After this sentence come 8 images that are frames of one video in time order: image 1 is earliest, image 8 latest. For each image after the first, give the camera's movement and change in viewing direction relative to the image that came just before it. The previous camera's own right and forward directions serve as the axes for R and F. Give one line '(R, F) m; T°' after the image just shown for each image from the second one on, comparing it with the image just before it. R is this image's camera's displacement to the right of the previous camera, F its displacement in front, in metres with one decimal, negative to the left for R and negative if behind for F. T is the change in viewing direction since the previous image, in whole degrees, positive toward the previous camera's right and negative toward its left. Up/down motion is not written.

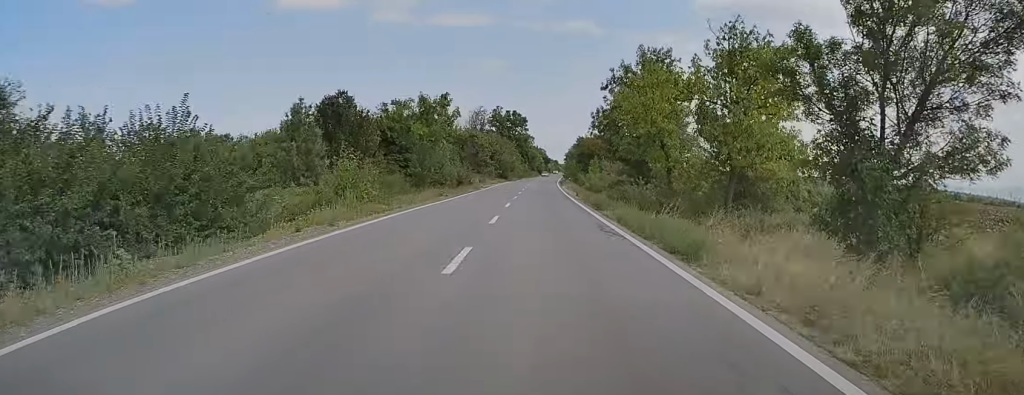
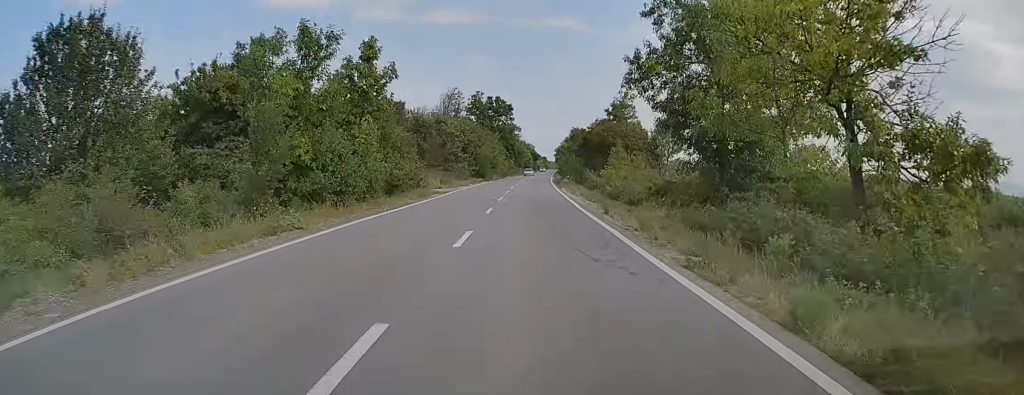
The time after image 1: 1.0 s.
(+0.5, +24.2) m; +1°
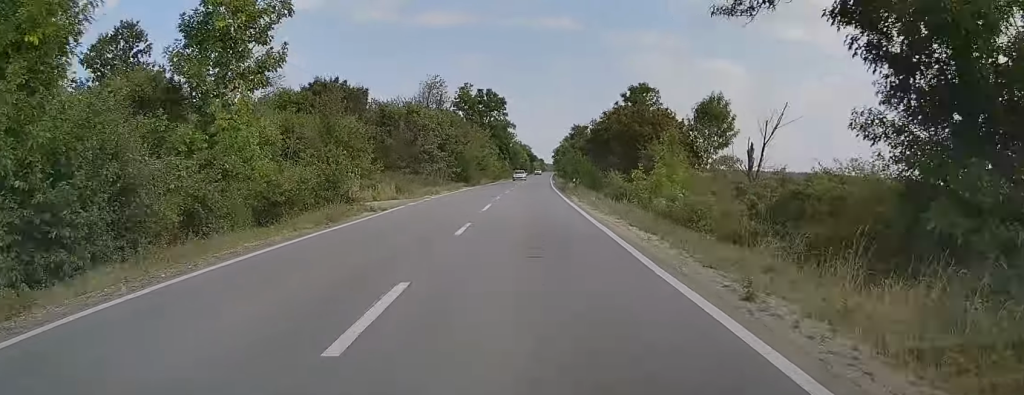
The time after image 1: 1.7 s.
(0.0, +16.0) m; 0°
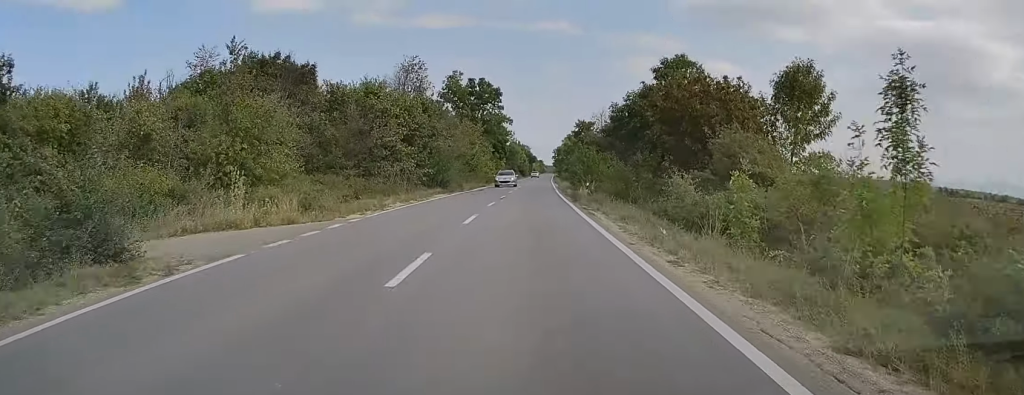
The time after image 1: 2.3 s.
(0.0, +15.2) m; 0°
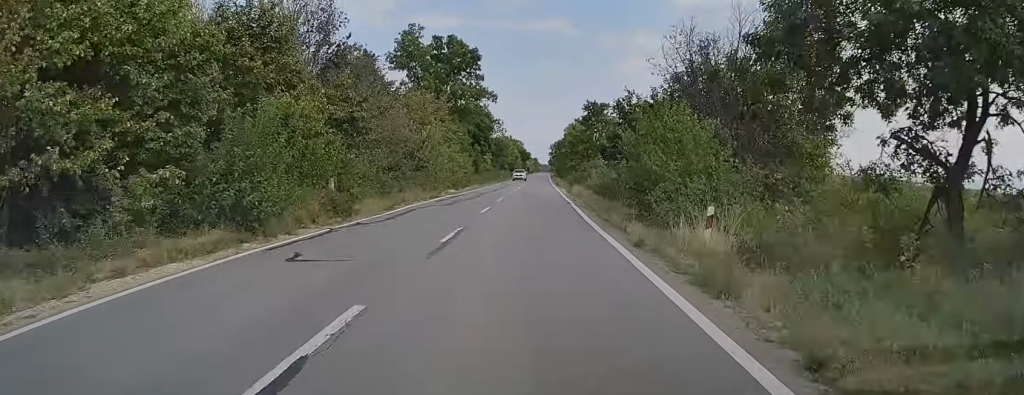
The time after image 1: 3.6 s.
(0.0, +31.2) m; 0°
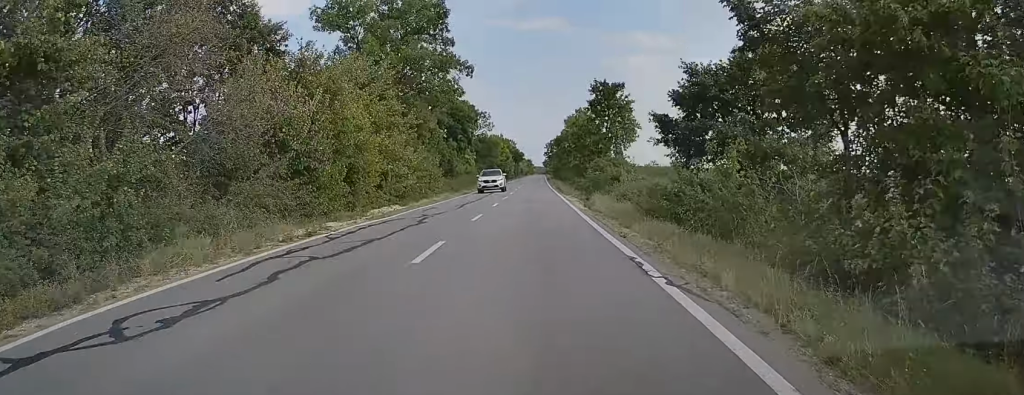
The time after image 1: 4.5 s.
(0.0, +20.9) m; 0°
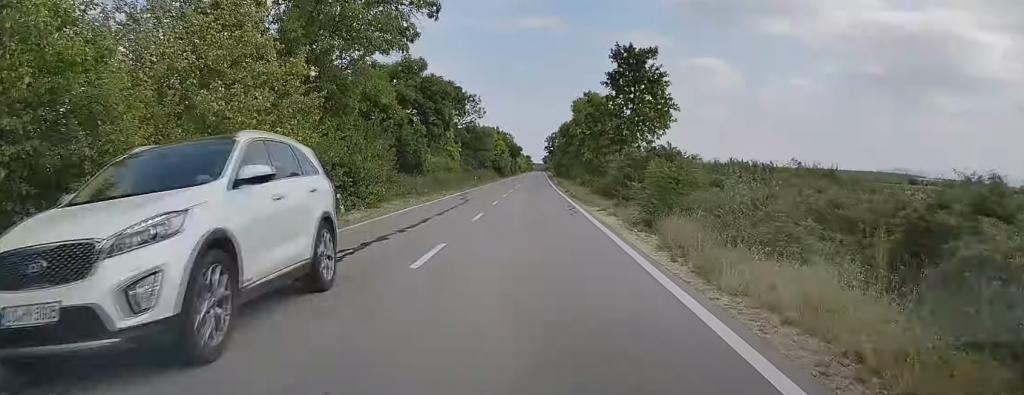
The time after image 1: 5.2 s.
(0.0, +18.6) m; +1°
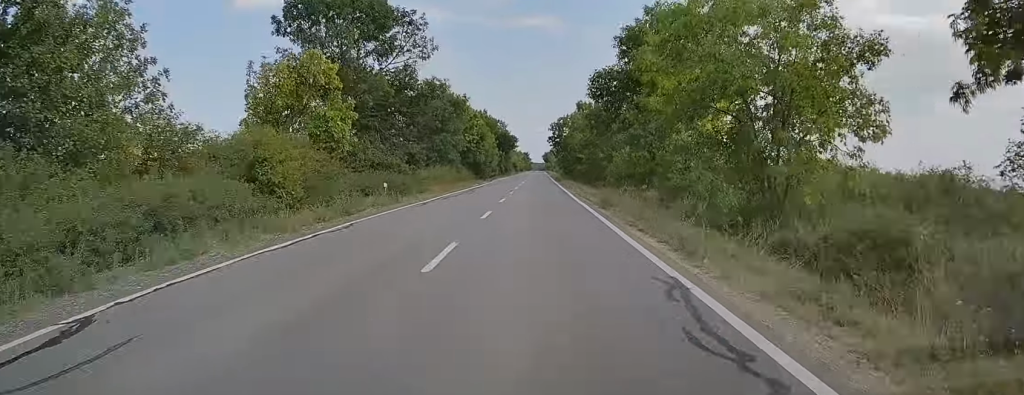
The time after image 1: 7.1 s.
(+0.7, +46.0) m; 0°
